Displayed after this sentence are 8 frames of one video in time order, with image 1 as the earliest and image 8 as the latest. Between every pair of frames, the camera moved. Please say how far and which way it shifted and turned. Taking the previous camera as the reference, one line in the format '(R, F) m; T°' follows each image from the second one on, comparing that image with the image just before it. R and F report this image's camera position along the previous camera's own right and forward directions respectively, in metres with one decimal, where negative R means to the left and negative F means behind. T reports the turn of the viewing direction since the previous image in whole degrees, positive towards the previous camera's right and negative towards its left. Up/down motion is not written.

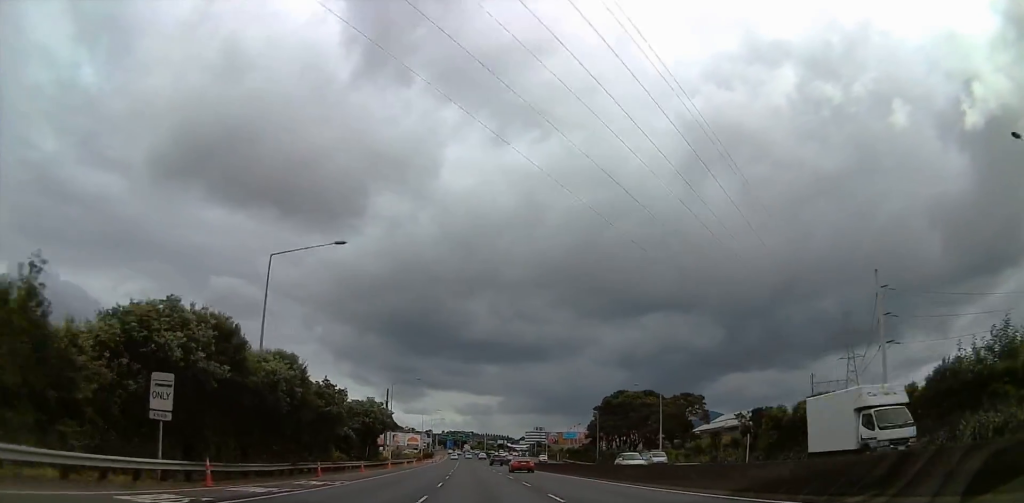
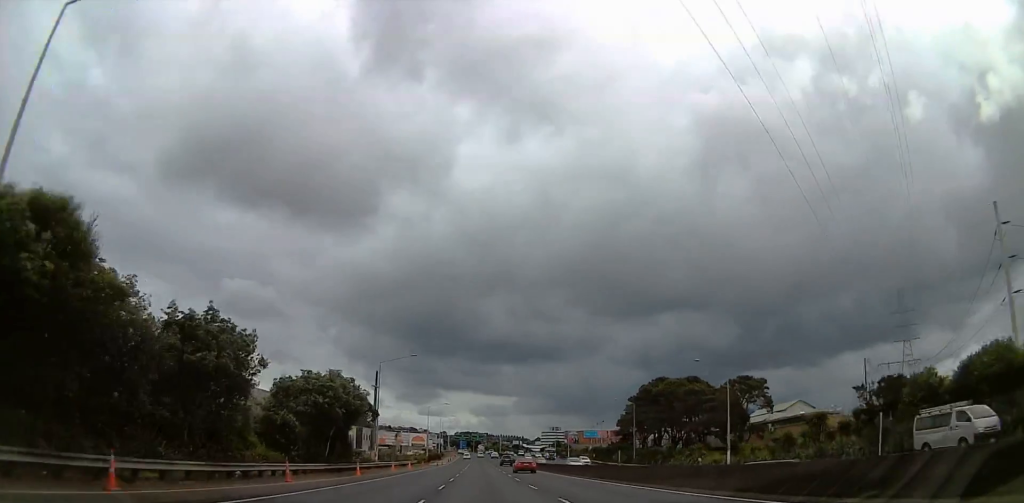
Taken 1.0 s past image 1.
(+0.4, +21.4) m; +1°
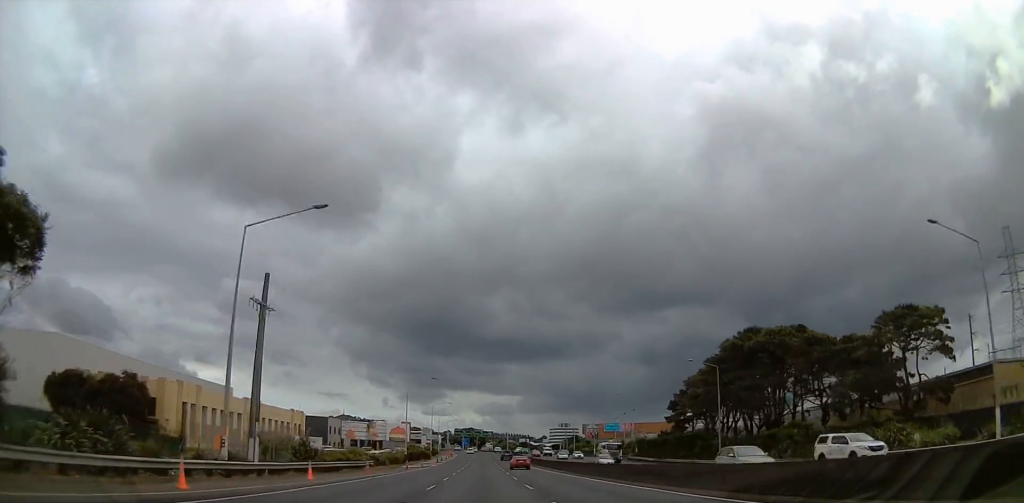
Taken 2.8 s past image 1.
(-1.3, +41.4) m; -4°
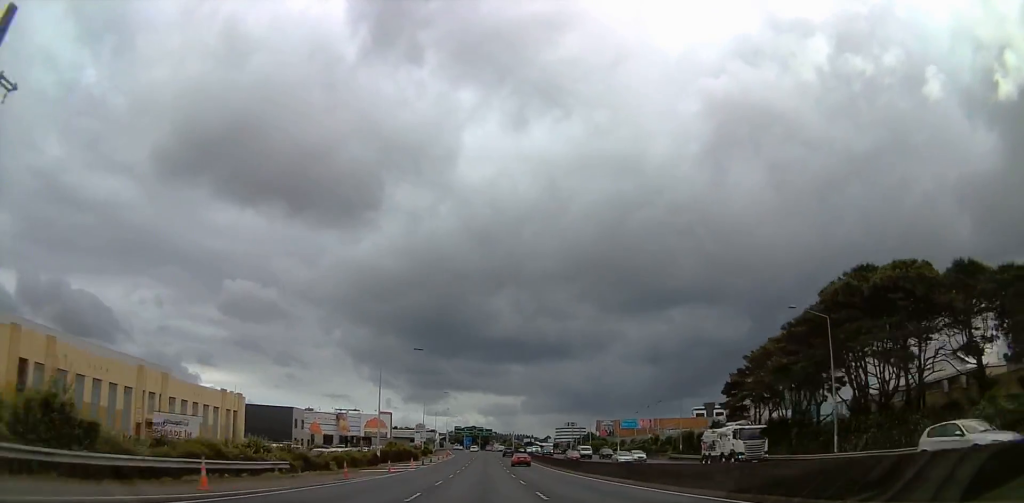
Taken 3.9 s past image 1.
(-0.2, +25.4) m; -1°
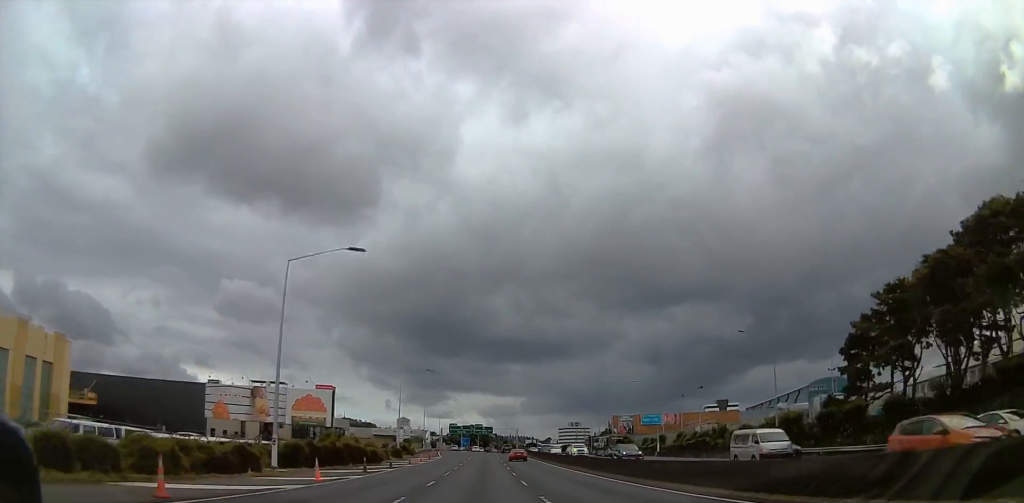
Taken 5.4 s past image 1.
(+1.2, +32.9) m; +4°
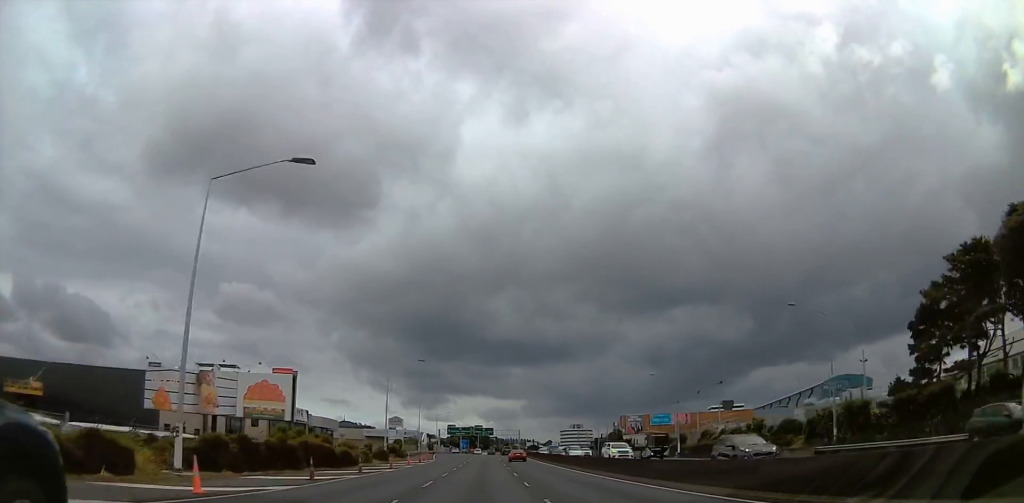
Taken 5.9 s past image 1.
(+0.8, +11.9) m; 0°
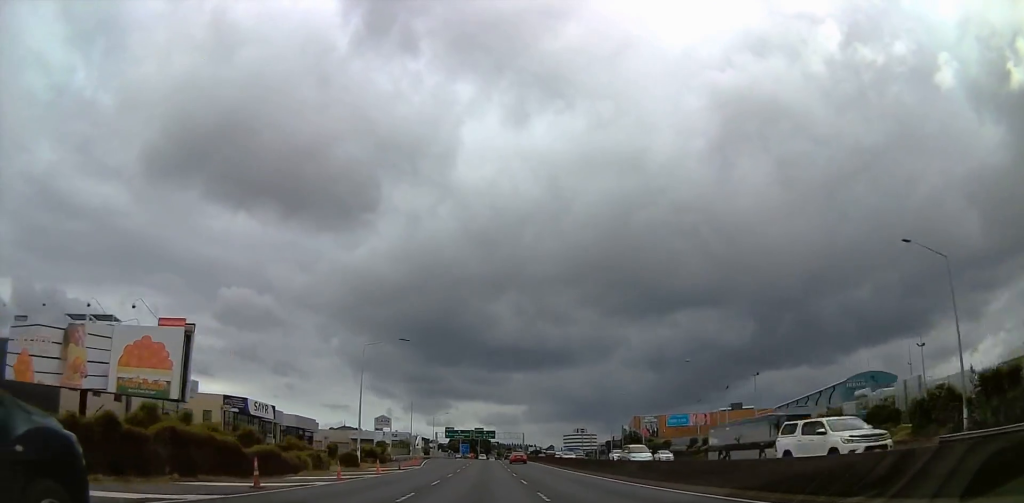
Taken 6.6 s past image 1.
(-0.8, +16.4) m; -3°
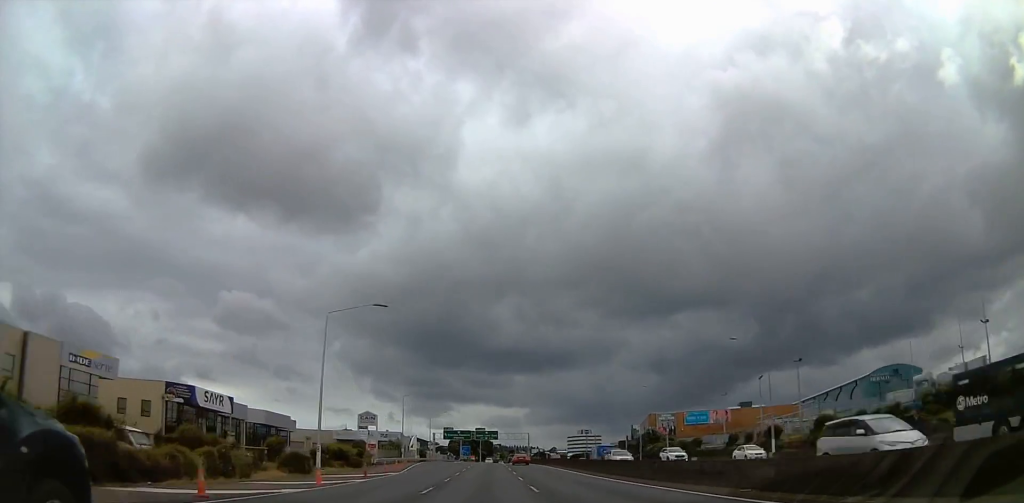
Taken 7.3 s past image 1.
(-0.4, +15.5) m; -1°
